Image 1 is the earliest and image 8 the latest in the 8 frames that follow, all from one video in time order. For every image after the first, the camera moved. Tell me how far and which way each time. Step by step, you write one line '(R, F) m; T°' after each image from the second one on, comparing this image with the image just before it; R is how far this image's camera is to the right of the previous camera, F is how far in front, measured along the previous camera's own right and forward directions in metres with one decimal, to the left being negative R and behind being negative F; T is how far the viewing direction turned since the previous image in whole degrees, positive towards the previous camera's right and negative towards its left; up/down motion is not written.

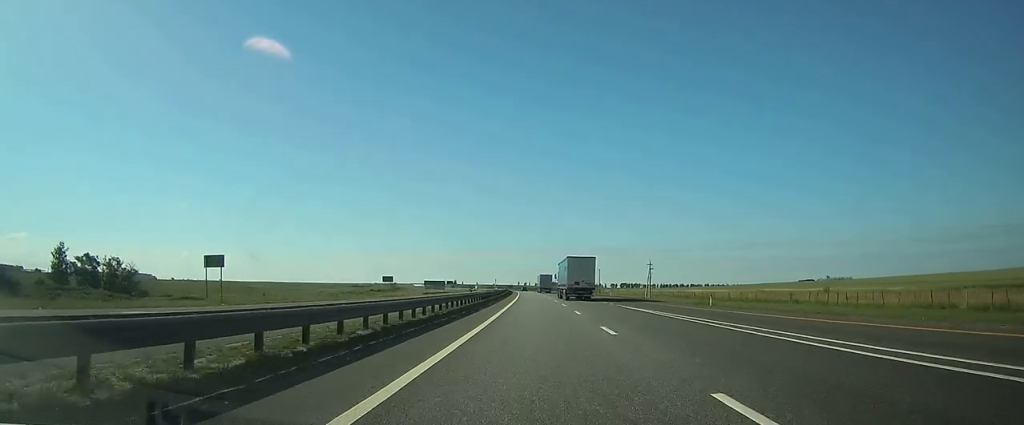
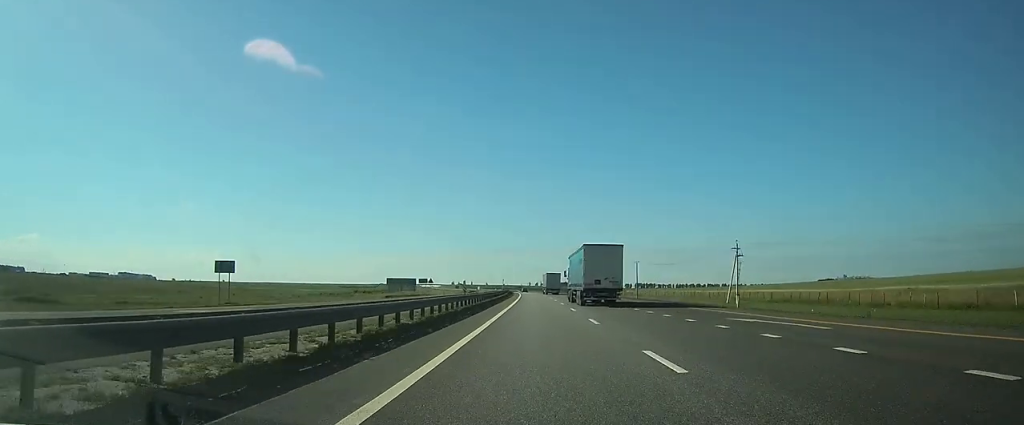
(-0.6, +55.2) m; -1°
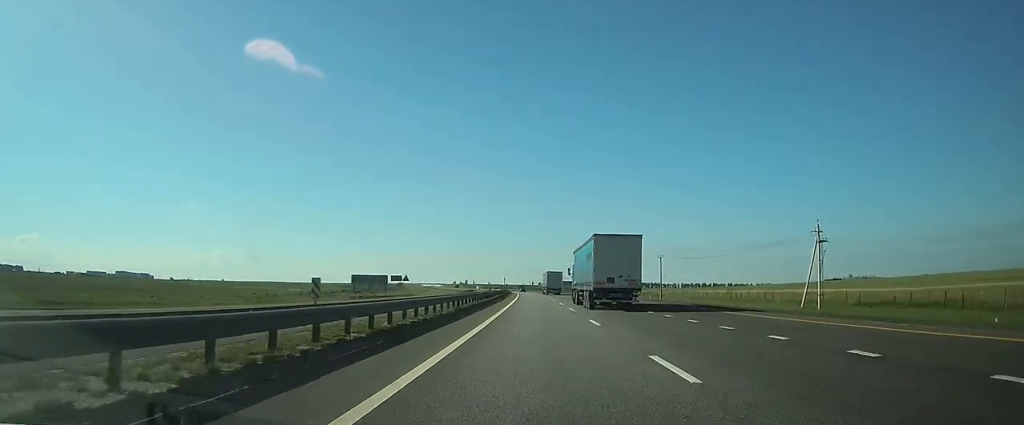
(-0.2, +23.8) m; -1°
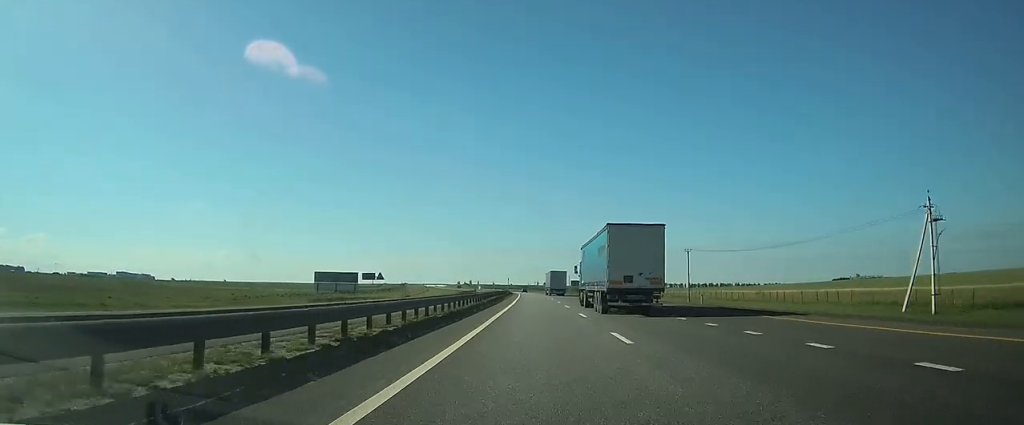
(-0.1, +18.4) m; 0°
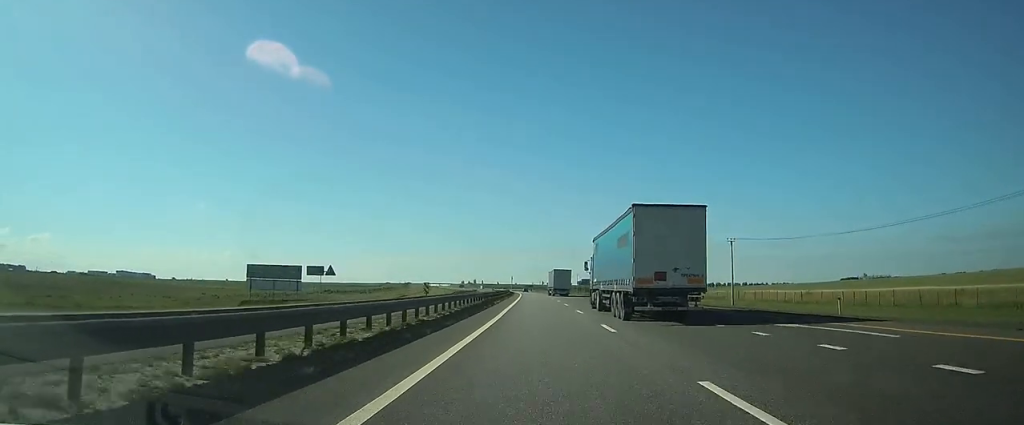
(-0.1, +20.5) m; 0°
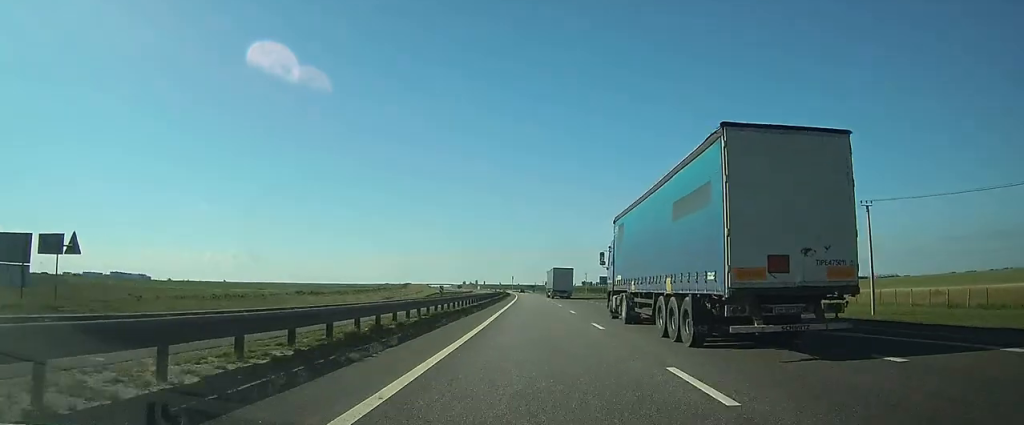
(0.0, +34.4) m; -1°
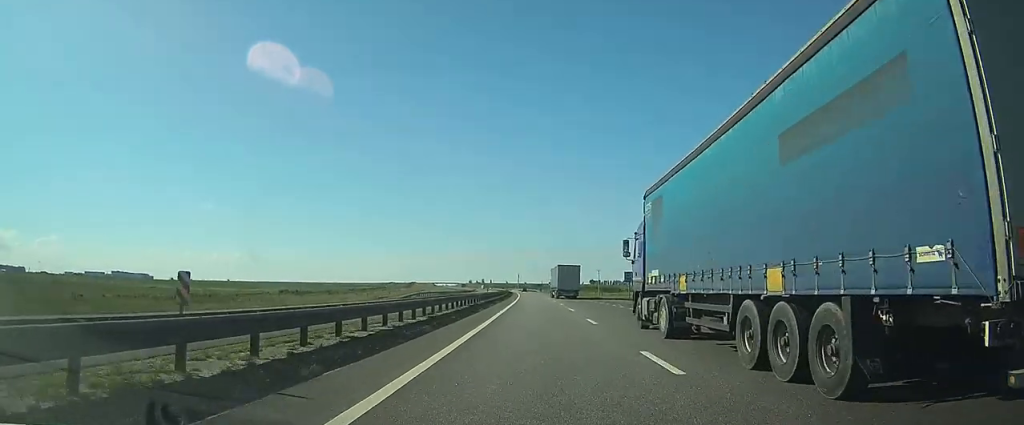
(-0.1, +21.5) m; 0°
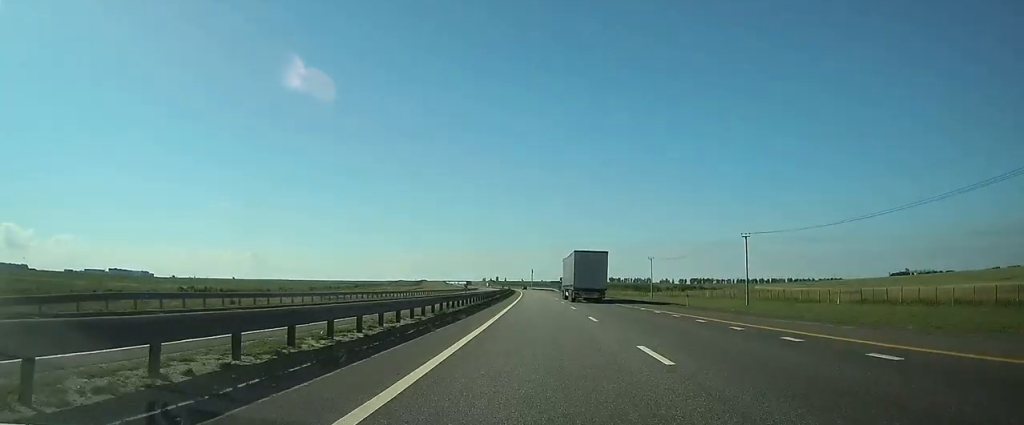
(-0.7, +70.7) m; -1°
